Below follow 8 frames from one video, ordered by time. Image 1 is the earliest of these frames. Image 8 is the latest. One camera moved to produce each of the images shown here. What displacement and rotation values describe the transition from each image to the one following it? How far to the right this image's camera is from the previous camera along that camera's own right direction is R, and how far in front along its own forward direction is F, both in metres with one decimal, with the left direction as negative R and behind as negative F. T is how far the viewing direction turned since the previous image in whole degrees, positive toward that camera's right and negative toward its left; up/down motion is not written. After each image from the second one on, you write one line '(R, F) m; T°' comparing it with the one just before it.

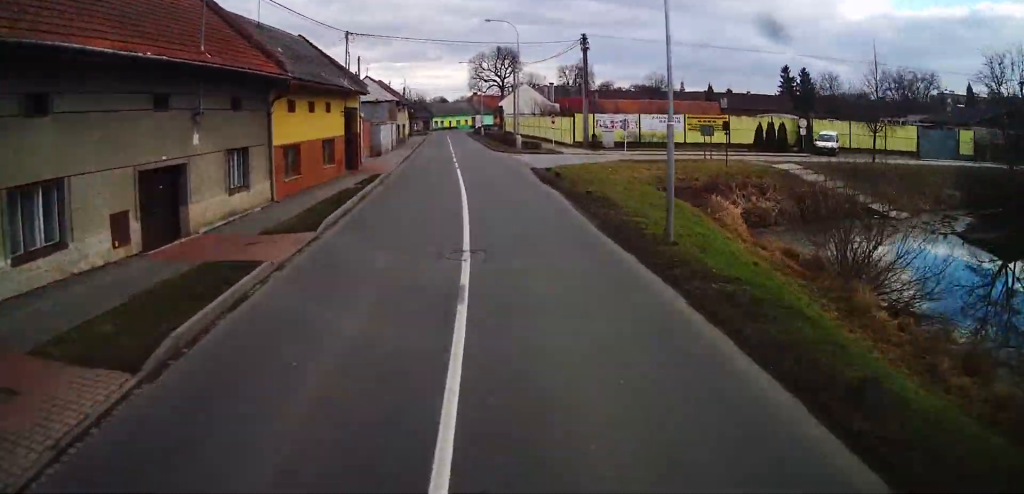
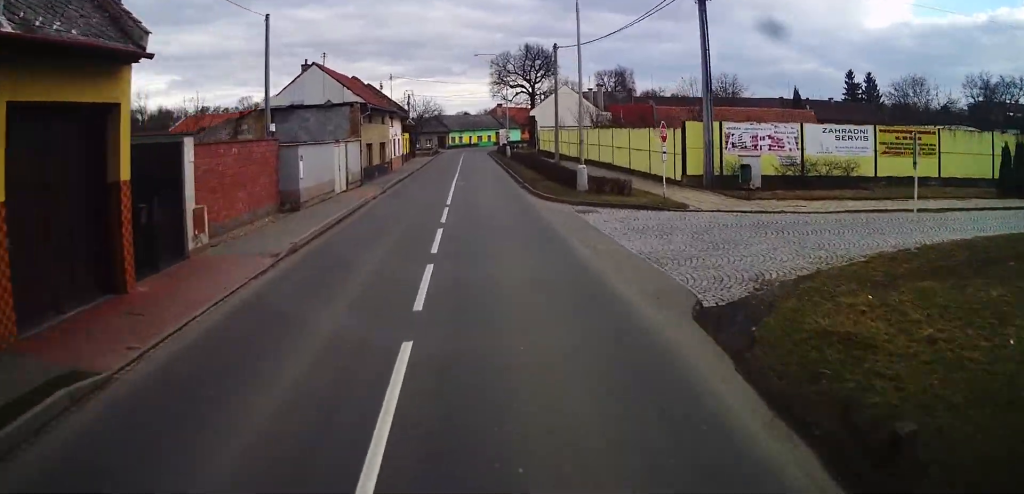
(-1.3, +24.4) m; -9°
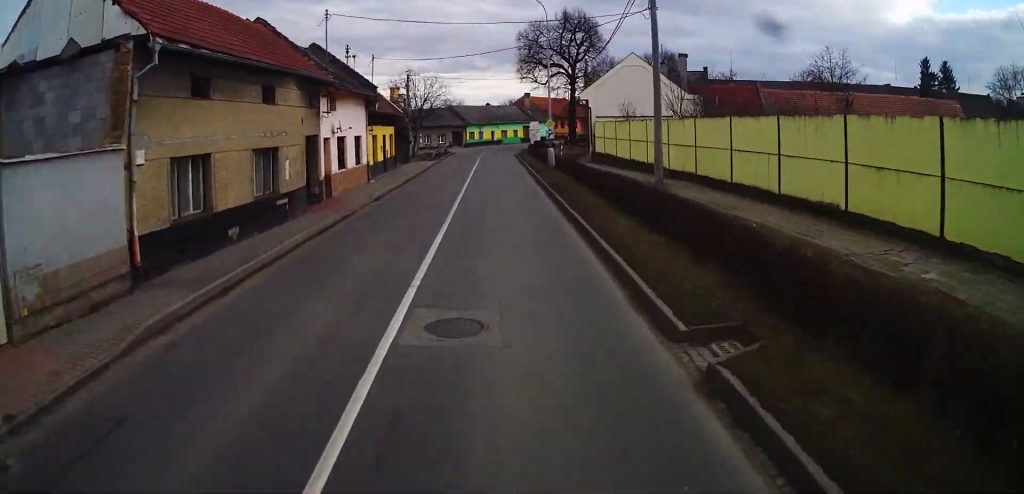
(-2.0, +24.3) m; -6°
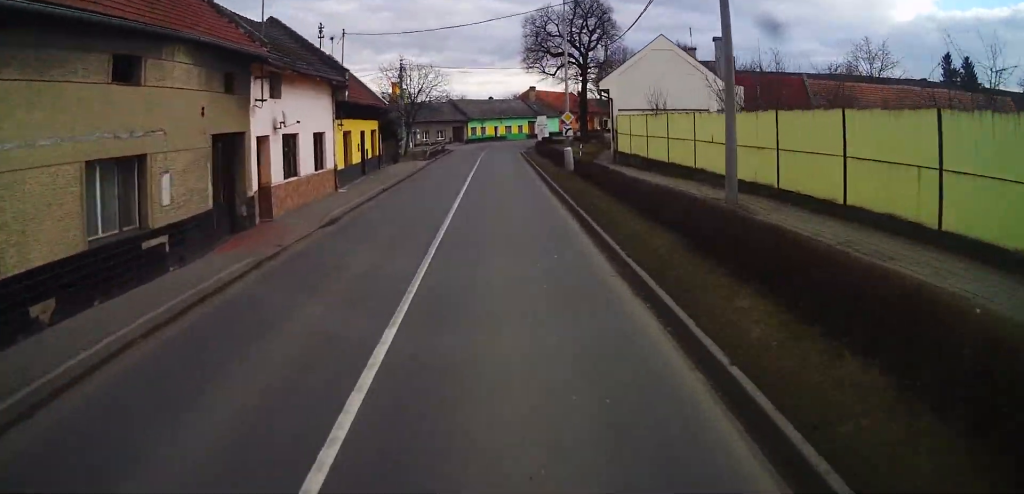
(0.0, +7.1) m; -1°
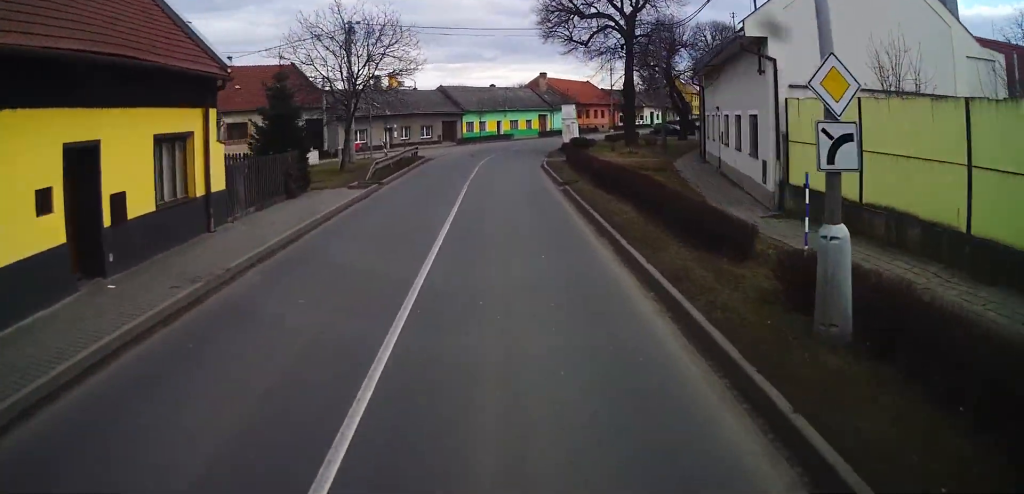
(-0.7, +22.2) m; -2°
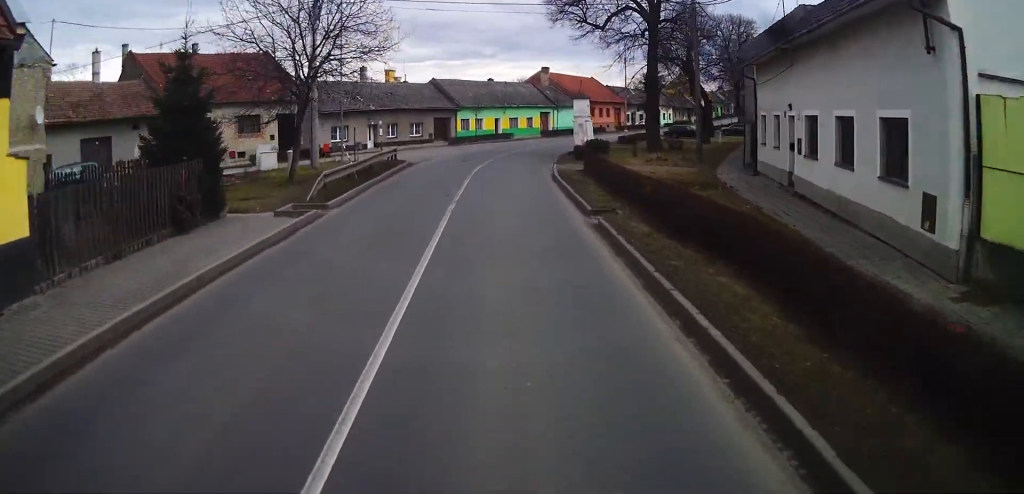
(-0.1, +8.0) m; 0°
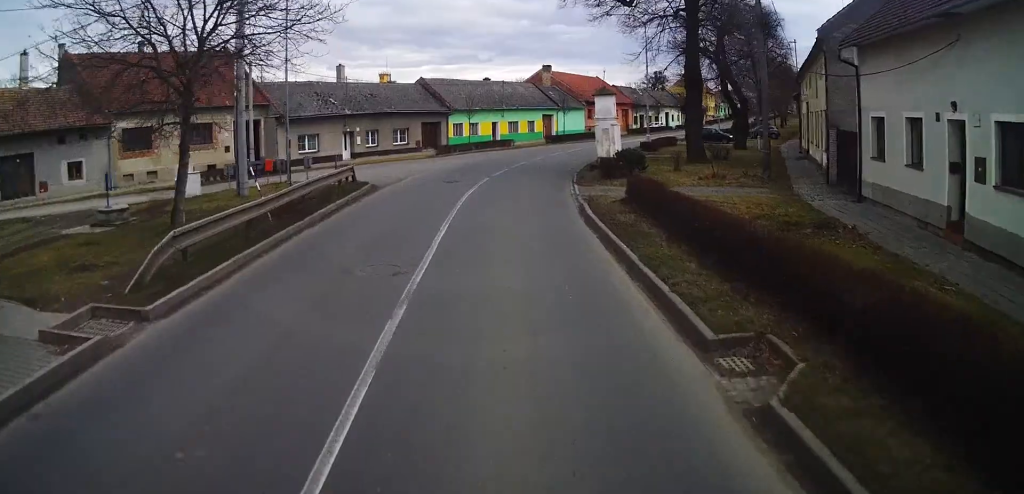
(0.0, +10.0) m; +1°
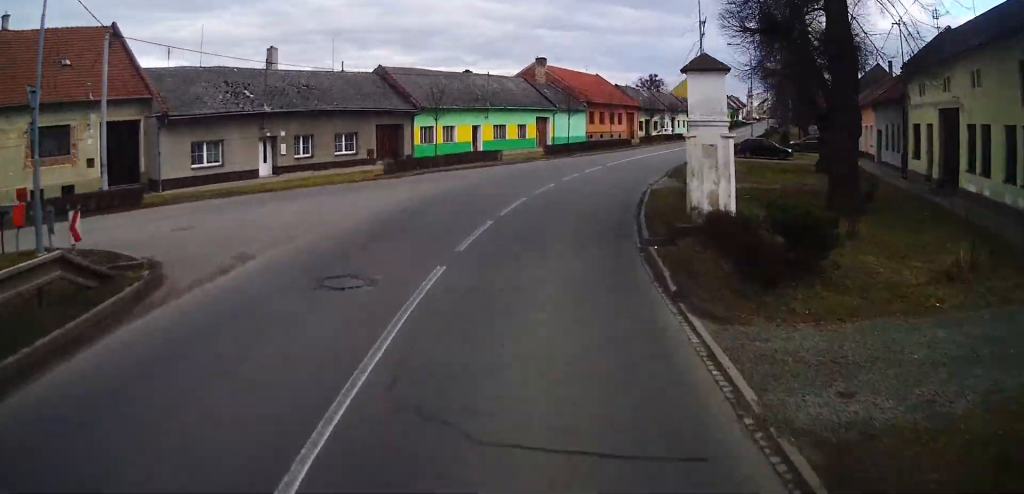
(+0.6, +17.7) m; +3°
